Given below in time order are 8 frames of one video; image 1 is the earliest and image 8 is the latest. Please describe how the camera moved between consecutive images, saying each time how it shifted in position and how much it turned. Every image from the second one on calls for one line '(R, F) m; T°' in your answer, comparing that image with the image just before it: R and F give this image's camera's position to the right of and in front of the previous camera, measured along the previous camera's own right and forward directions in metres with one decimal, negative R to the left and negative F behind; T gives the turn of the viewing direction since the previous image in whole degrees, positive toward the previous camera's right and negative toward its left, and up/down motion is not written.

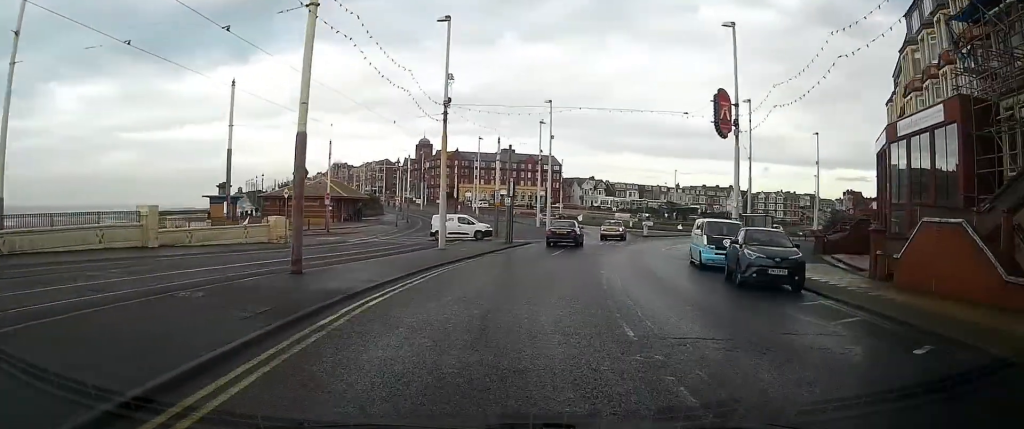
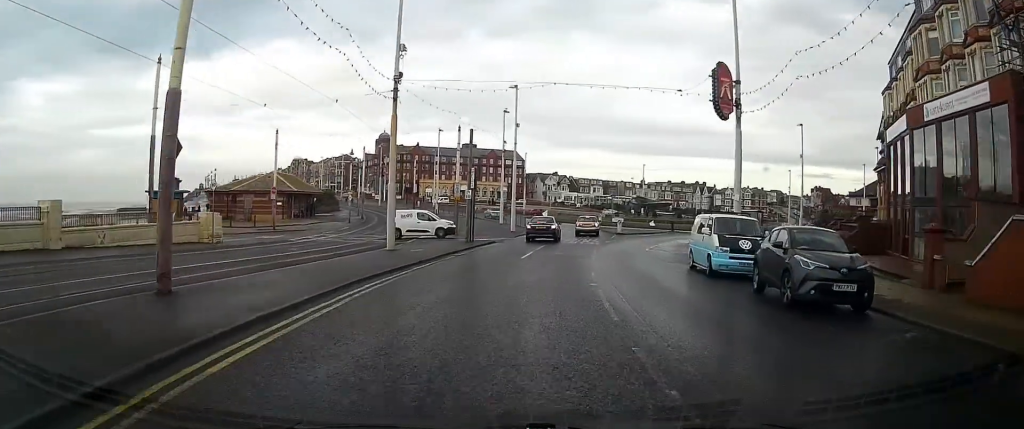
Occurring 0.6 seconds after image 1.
(+0.2, +4.7) m; +3°
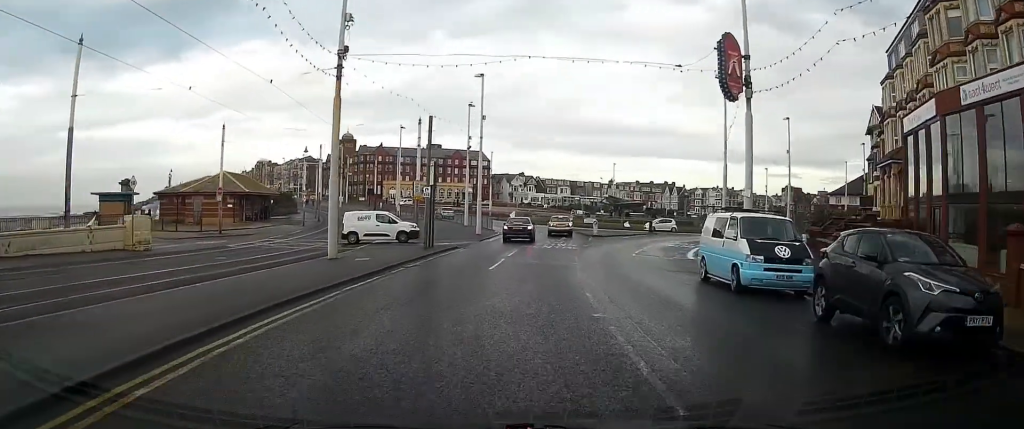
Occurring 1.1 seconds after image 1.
(+0.1, +4.5) m; +3°
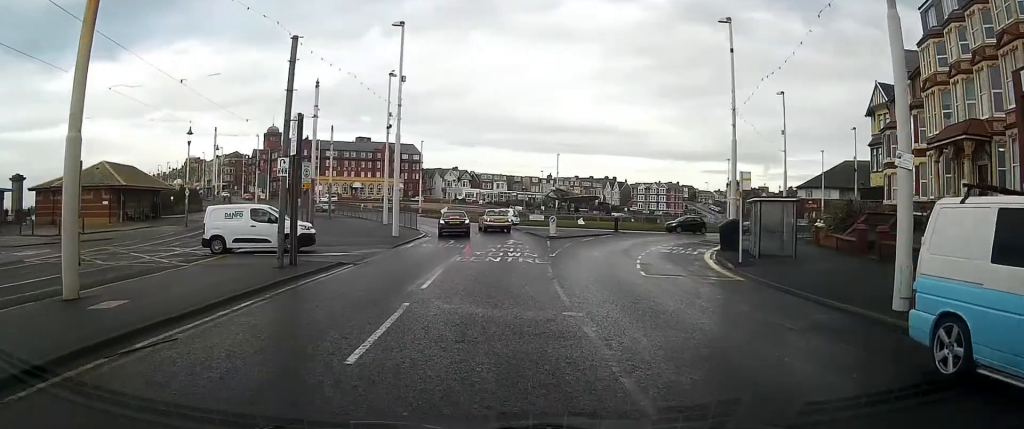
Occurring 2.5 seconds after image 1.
(+0.7, +12.1) m; +5°
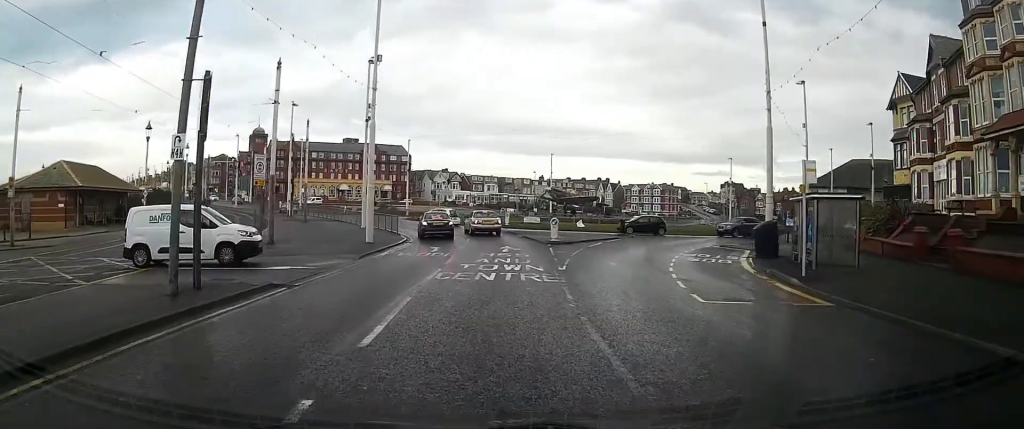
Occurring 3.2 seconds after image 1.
(+0.1, +5.3) m; +1°
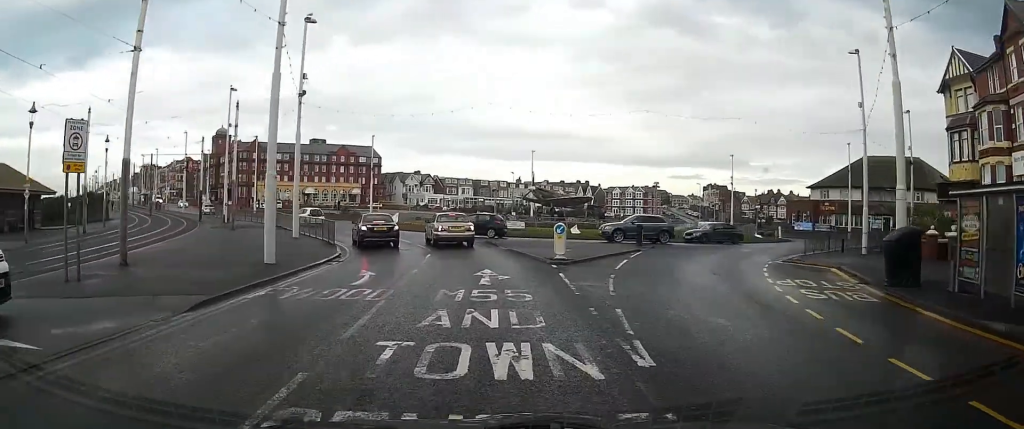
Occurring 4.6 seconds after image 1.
(+0.2, +11.1) m; +3°
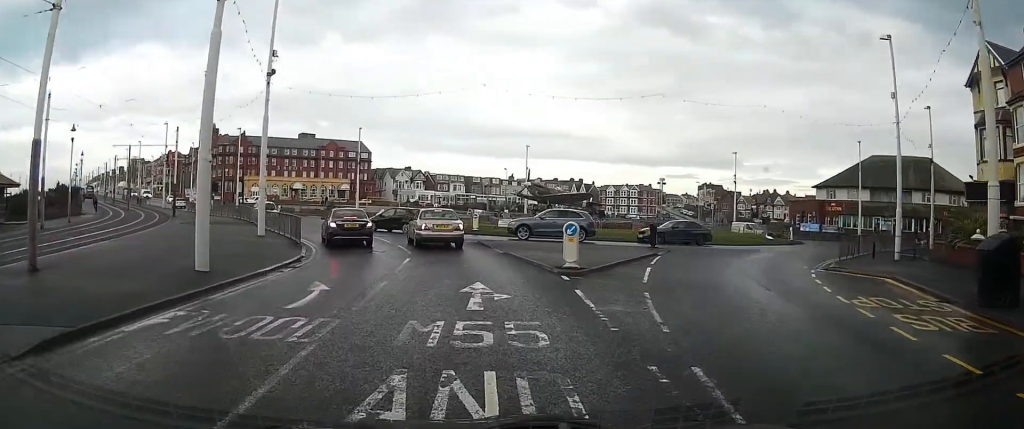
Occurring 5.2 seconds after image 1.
(+0.1, +4.2) m; +1°
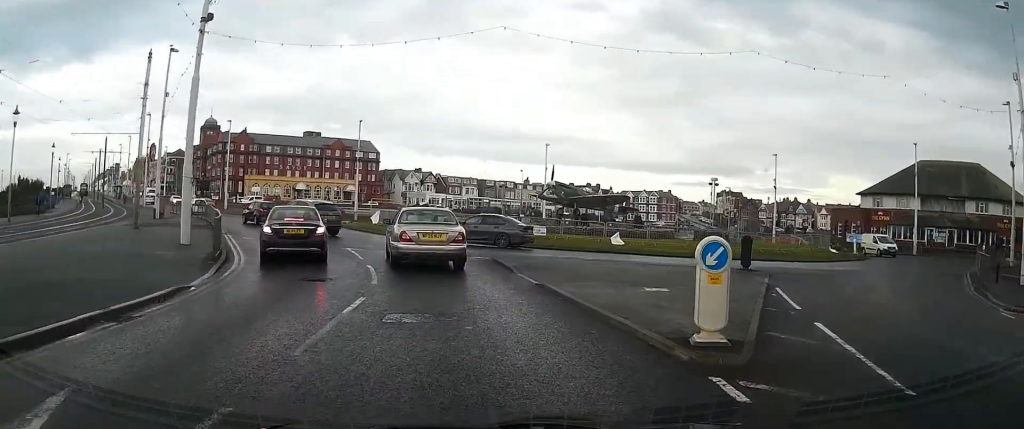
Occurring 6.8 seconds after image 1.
(+0.2, +9.7) m; 0°
